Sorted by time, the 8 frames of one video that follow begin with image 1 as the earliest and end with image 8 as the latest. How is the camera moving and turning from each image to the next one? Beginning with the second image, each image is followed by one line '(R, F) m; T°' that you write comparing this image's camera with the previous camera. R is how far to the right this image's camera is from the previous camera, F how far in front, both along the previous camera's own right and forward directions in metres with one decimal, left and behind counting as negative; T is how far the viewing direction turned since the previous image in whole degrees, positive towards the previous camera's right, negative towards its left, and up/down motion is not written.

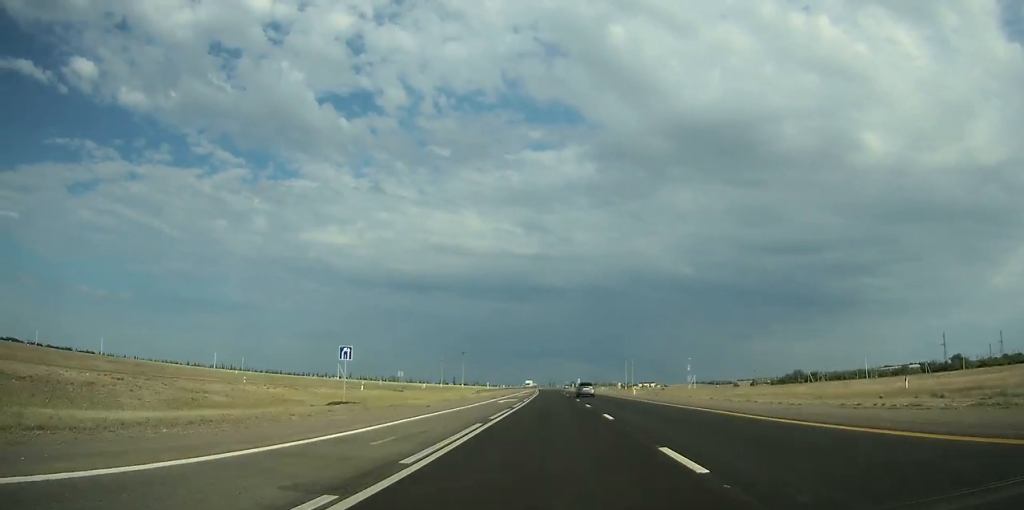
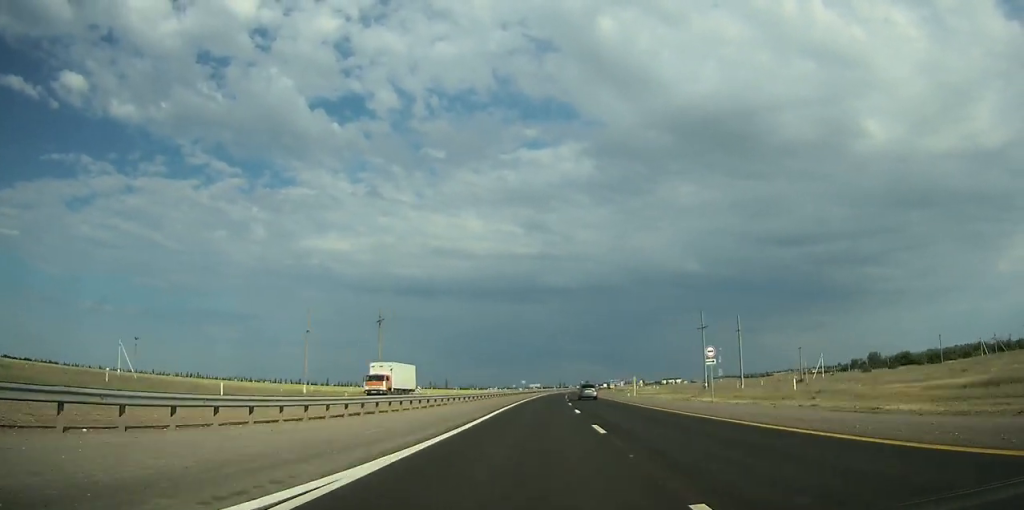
(-2.4, +146.8) m; 0°
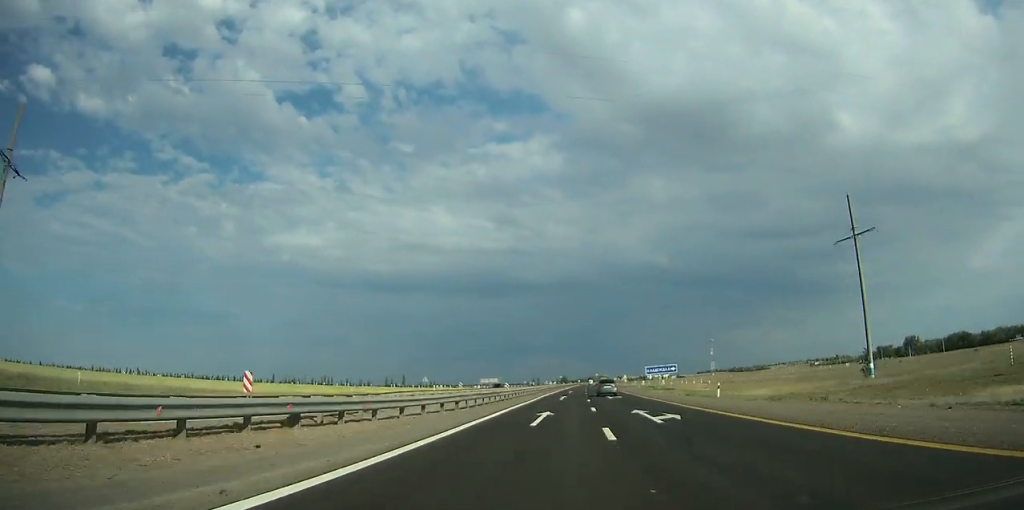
(+1.6, +96.2) m; +3°
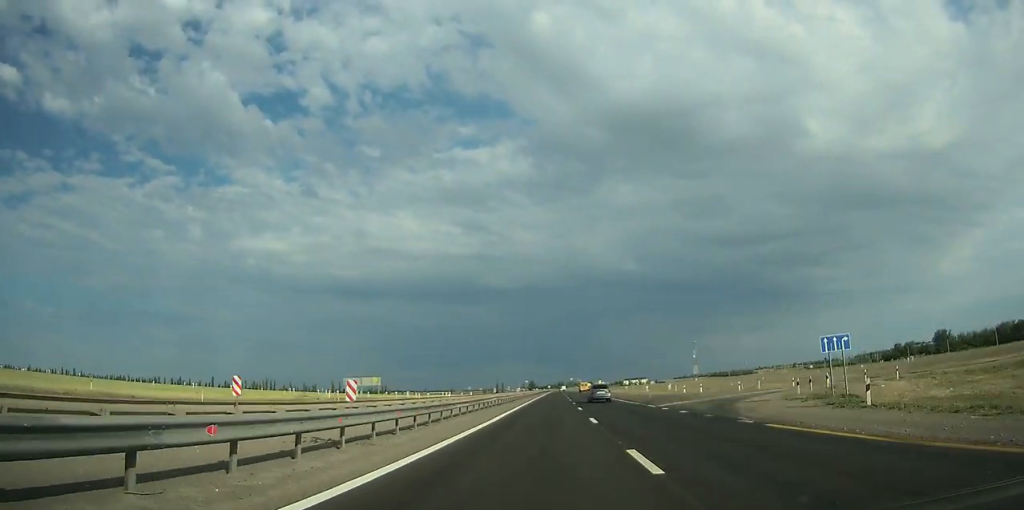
(+1.9, +78.6) m; +2°
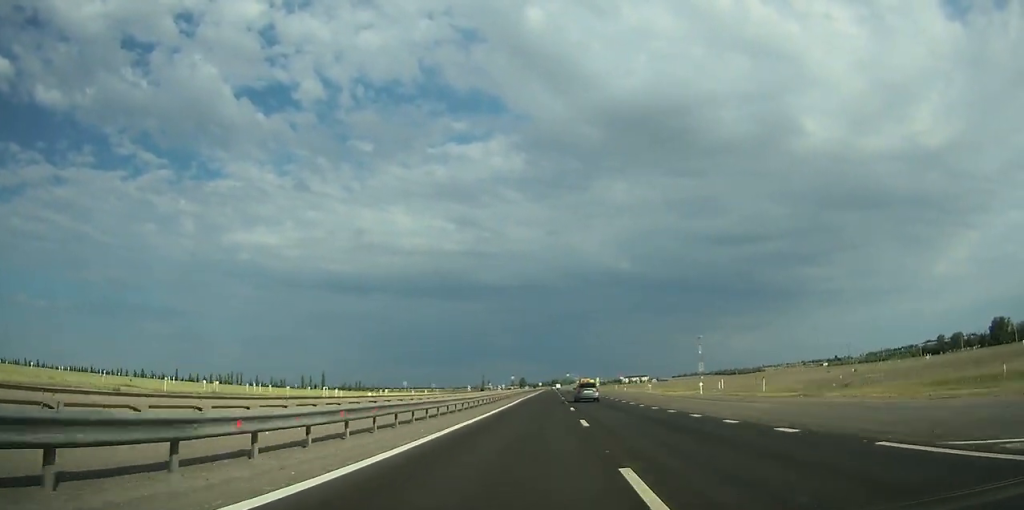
(+0.7, +64.4) m; +1°
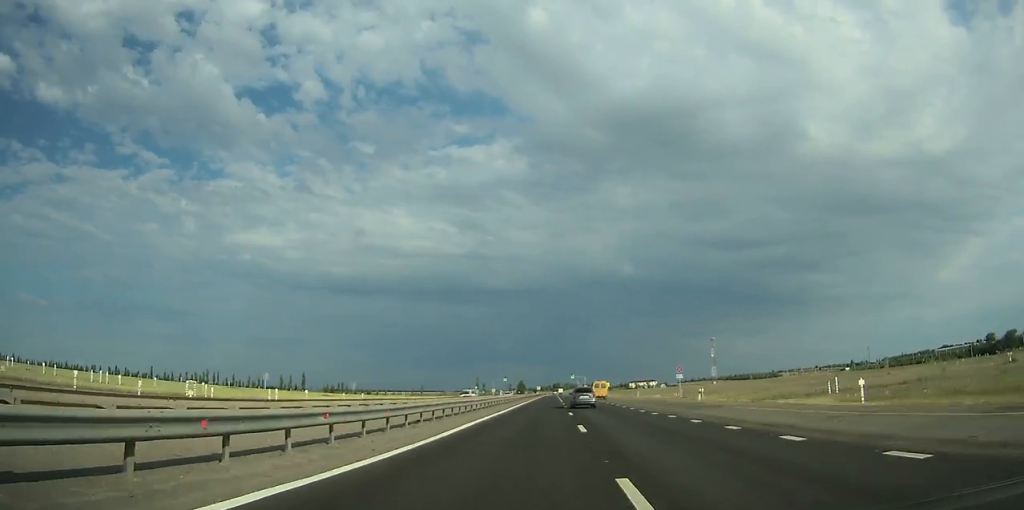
(+0.2, +49.5) m; 0°
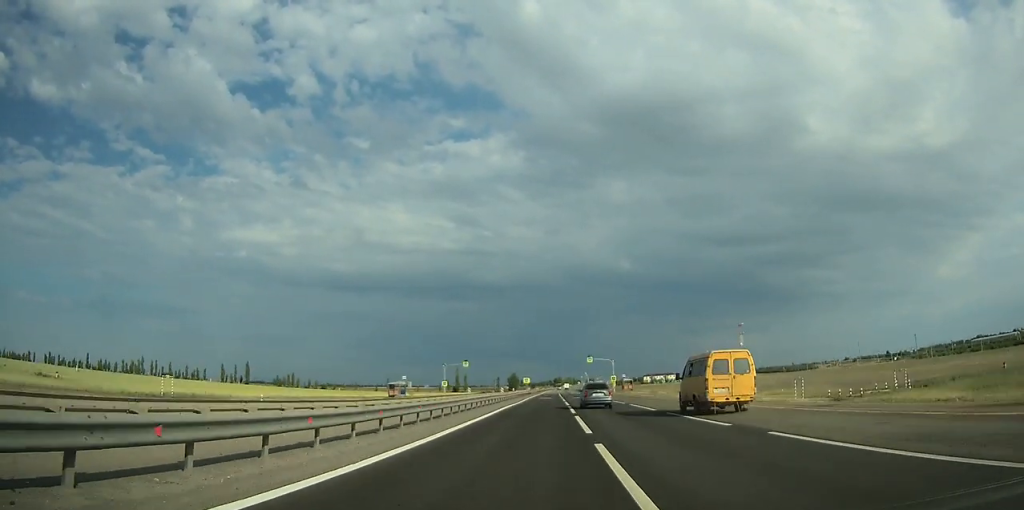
(-0.2, +99.5) m; 0°
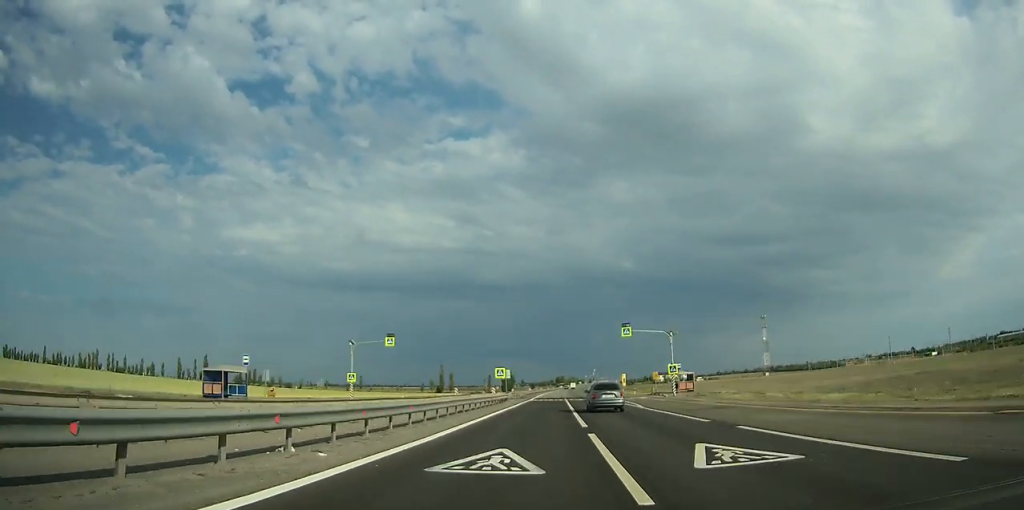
(0.0, +55.8) m; 0°
